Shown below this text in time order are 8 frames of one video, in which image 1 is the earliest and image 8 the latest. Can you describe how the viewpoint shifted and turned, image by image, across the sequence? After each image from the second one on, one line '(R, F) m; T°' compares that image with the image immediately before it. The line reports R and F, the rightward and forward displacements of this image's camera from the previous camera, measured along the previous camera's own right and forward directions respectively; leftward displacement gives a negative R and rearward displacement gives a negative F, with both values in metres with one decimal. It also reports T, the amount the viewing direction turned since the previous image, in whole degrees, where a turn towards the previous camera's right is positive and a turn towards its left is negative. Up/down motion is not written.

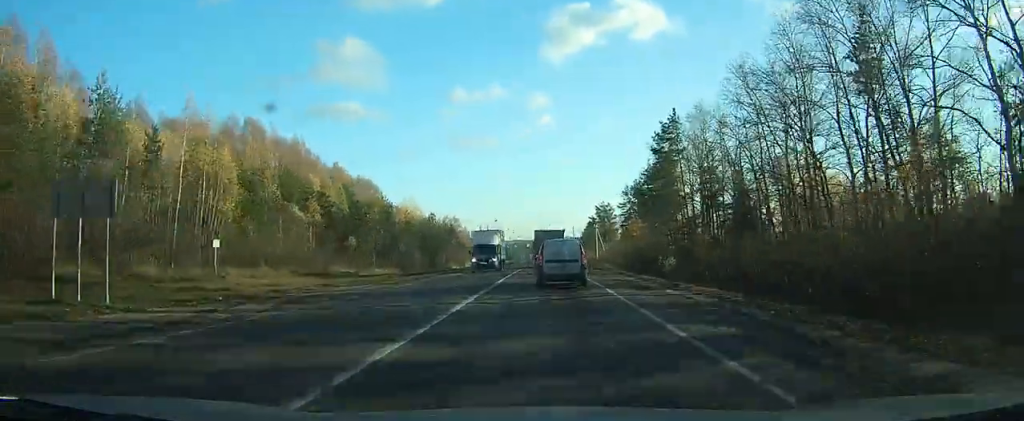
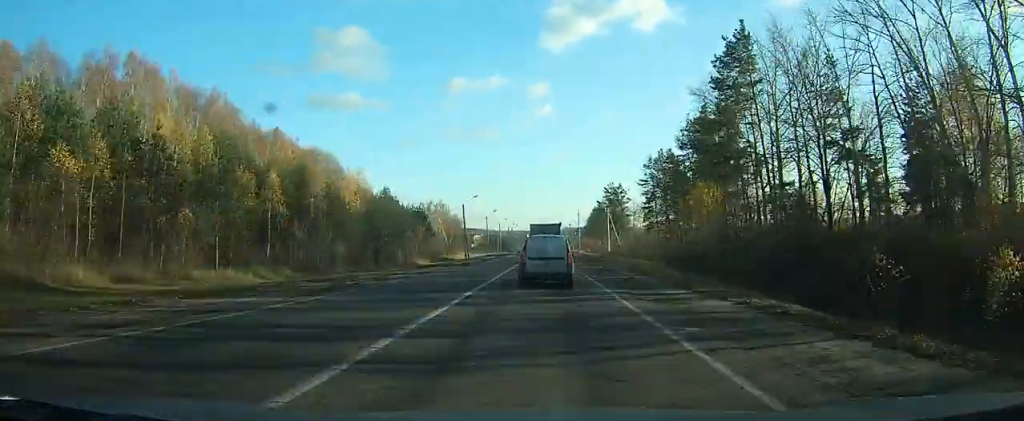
(-0.1, +30.7) m; 0°
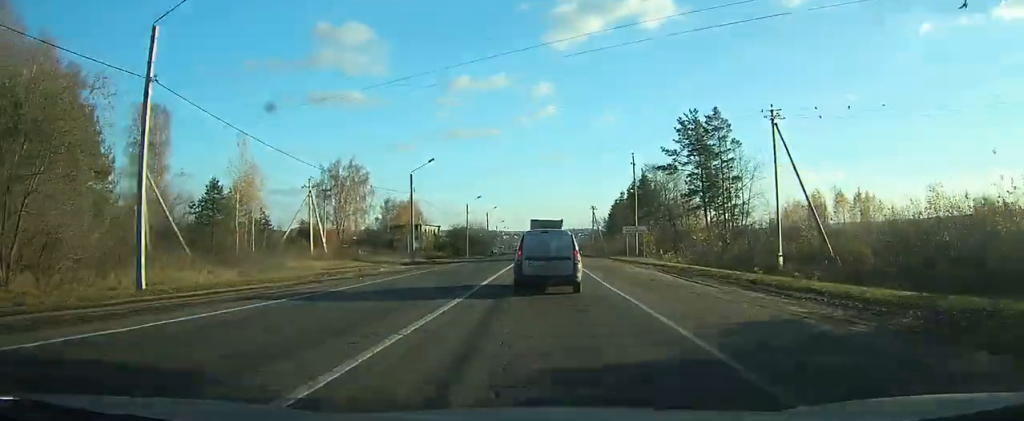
(0.0, +100.5) m; 0°
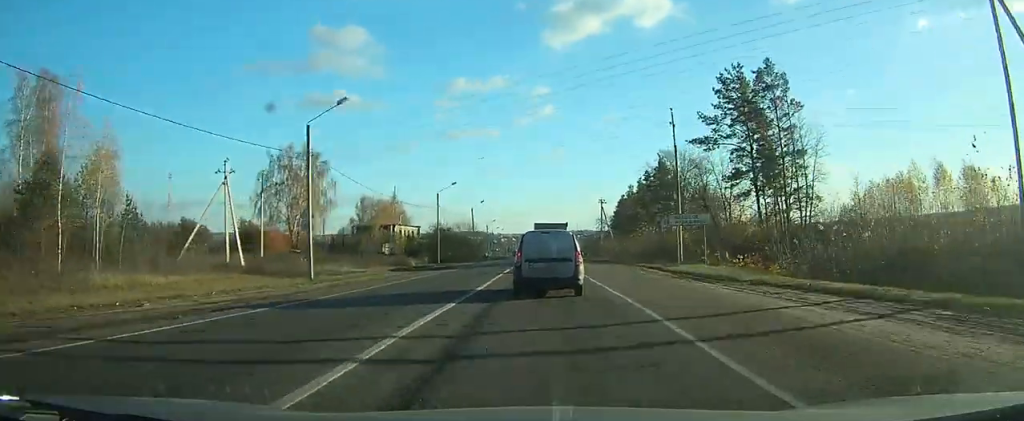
(0.0, +21.2) m; 0°
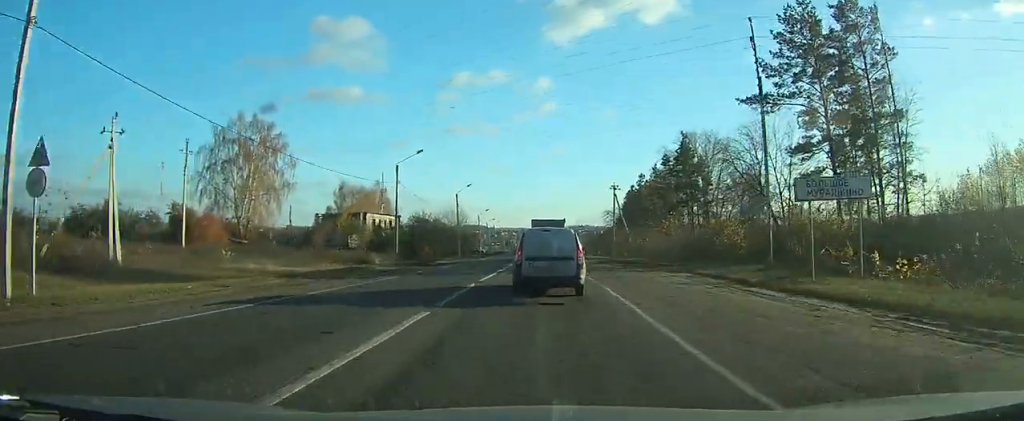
(+0.1, +16.9) m; 0°
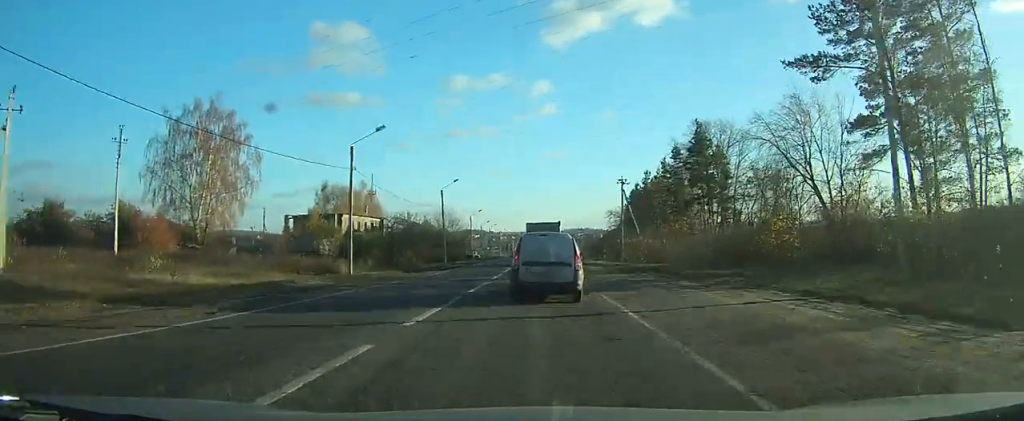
(0.0, +9.8) m; 0°
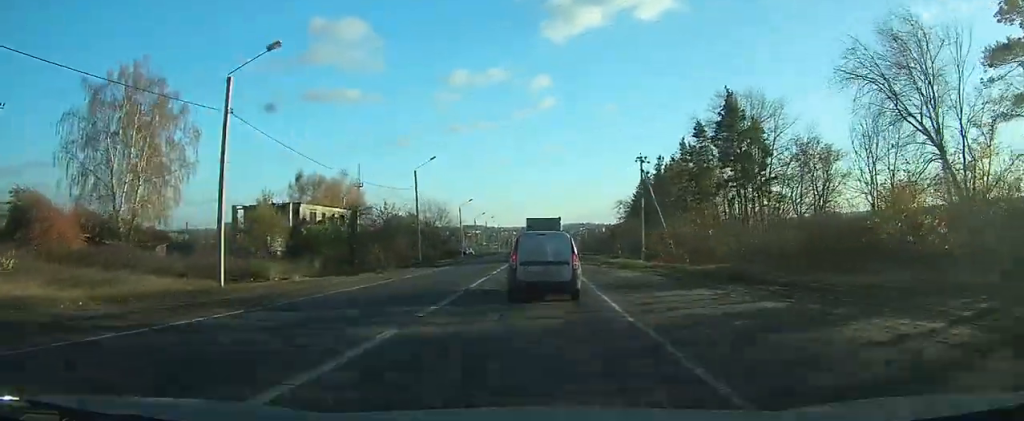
(0.0, +13.9) m; -1°
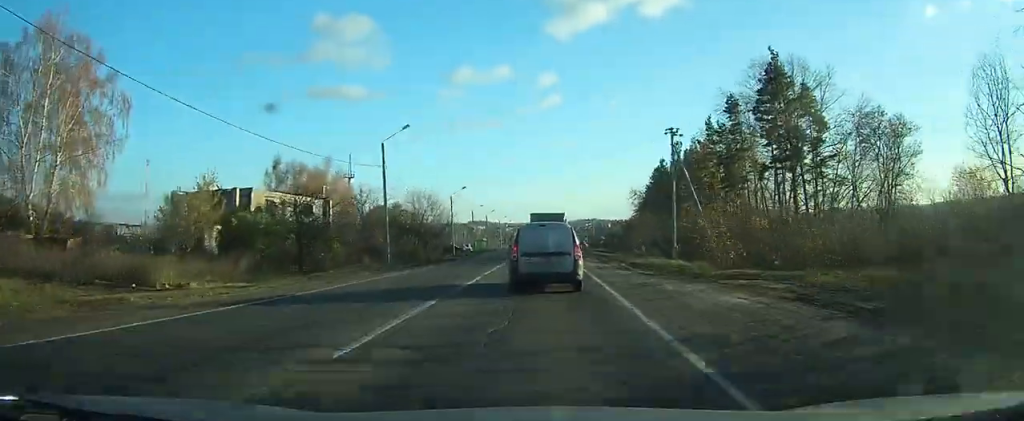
(-0.1, +13.0) m; 0°
